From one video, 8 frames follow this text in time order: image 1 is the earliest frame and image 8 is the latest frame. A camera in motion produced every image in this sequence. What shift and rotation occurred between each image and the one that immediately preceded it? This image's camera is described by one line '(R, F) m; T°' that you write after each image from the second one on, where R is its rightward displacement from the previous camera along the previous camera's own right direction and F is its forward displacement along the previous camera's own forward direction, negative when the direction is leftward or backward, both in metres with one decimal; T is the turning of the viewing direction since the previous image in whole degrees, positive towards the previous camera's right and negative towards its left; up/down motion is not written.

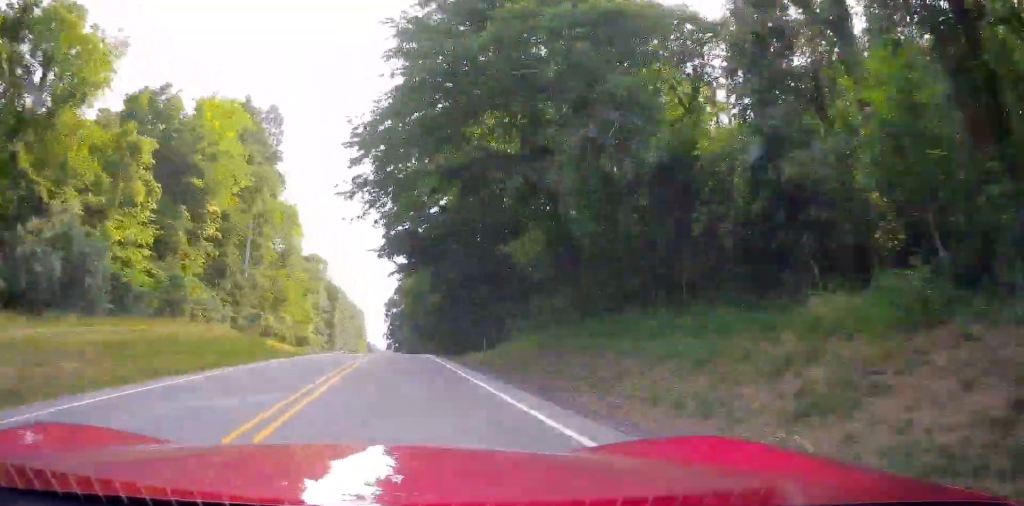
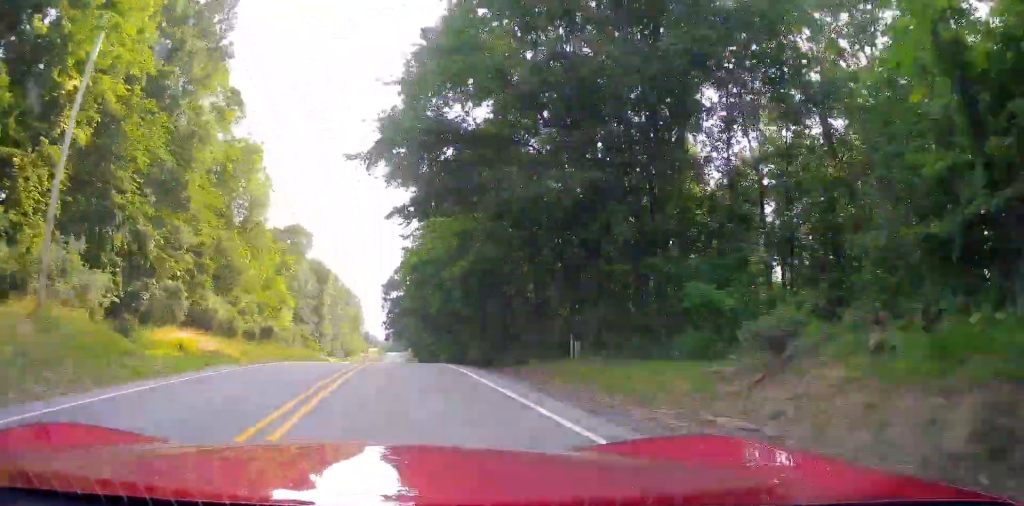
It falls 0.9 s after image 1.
(+0.3, +25.1) m; 0°
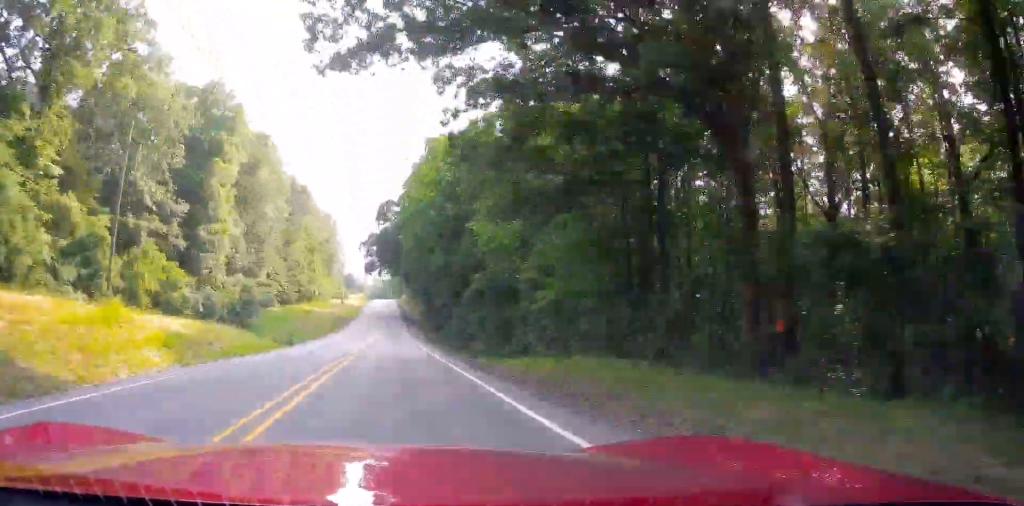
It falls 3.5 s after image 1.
(-1.2, +75.9) m; -1°
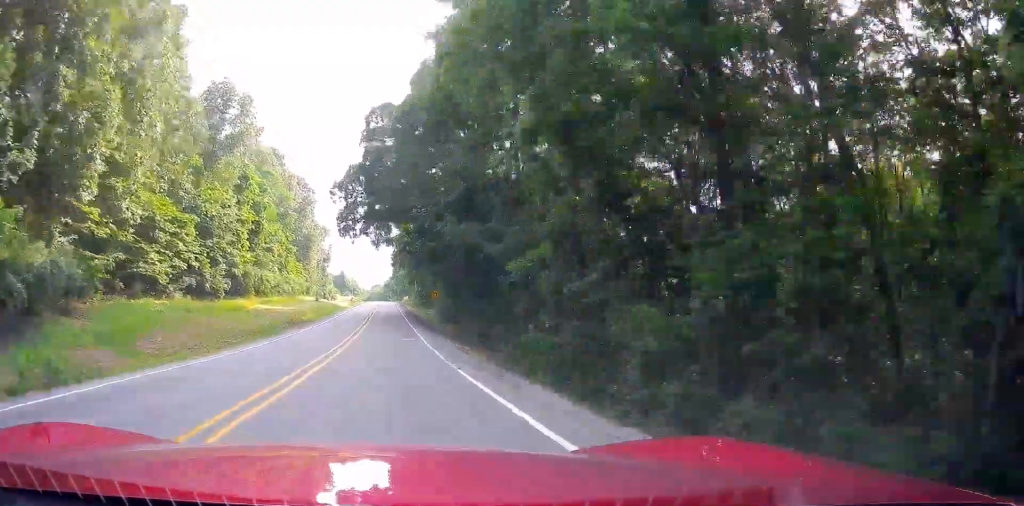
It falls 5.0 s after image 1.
(+0.3, +45.4) m; 0°
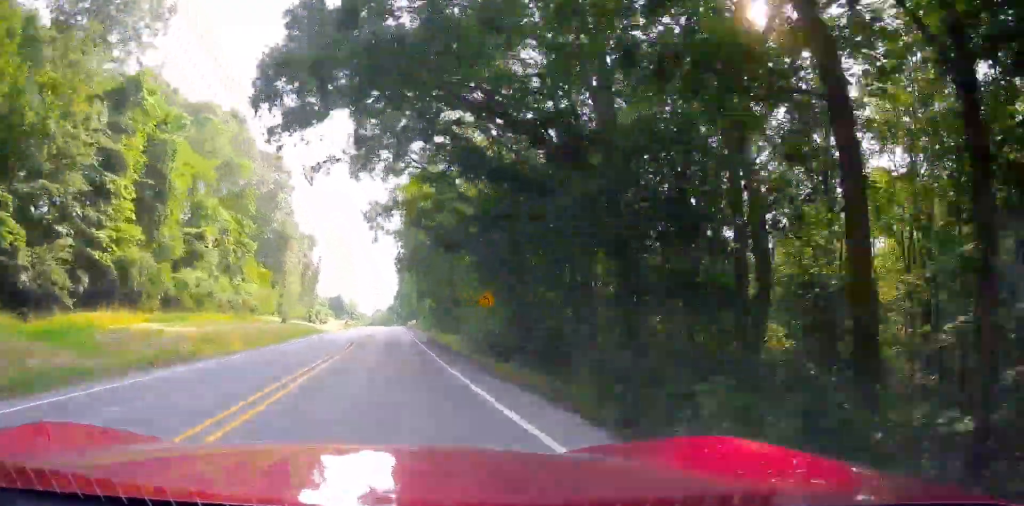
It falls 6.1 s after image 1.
(0.0, +32.0) m; 0°
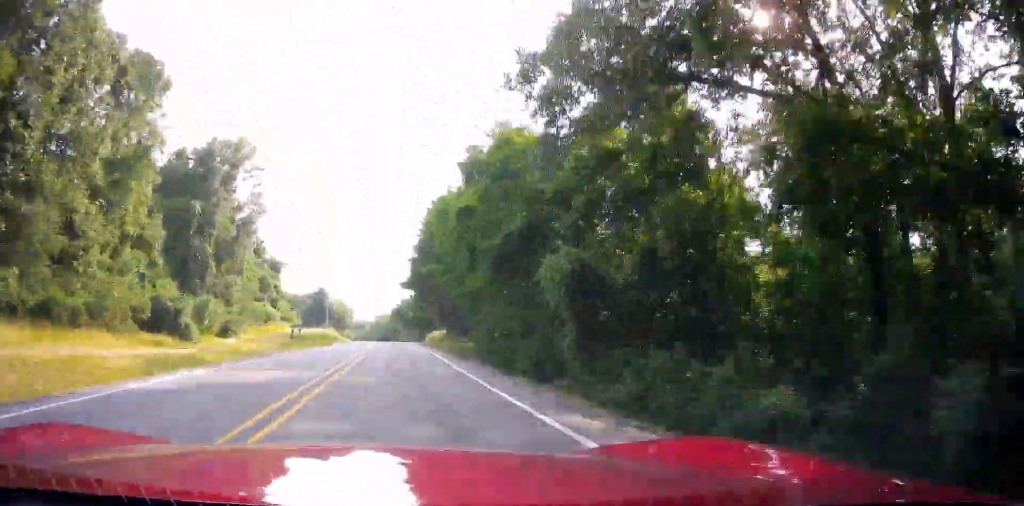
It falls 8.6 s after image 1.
(+0.7, +76.1) m; 0°
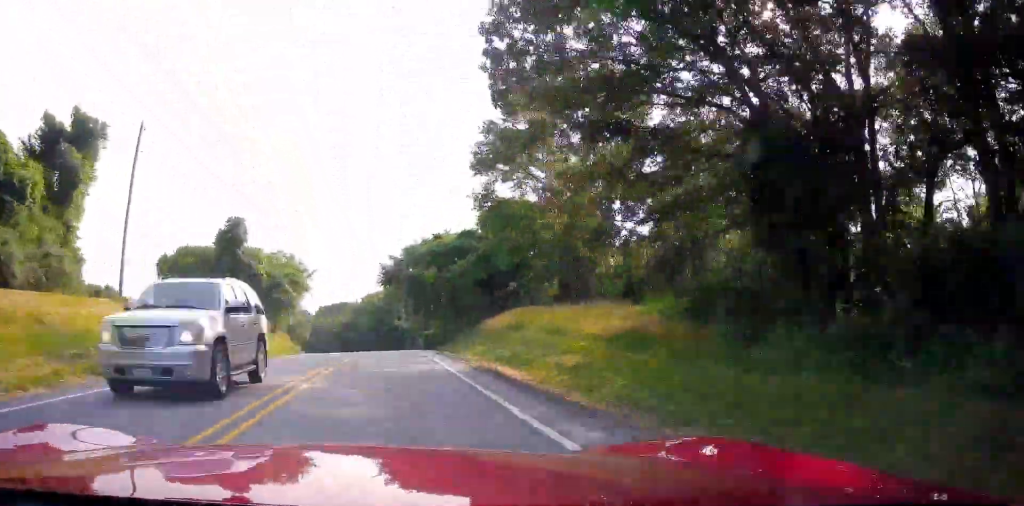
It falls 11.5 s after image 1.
(-0.6, +84.1) m; 0°
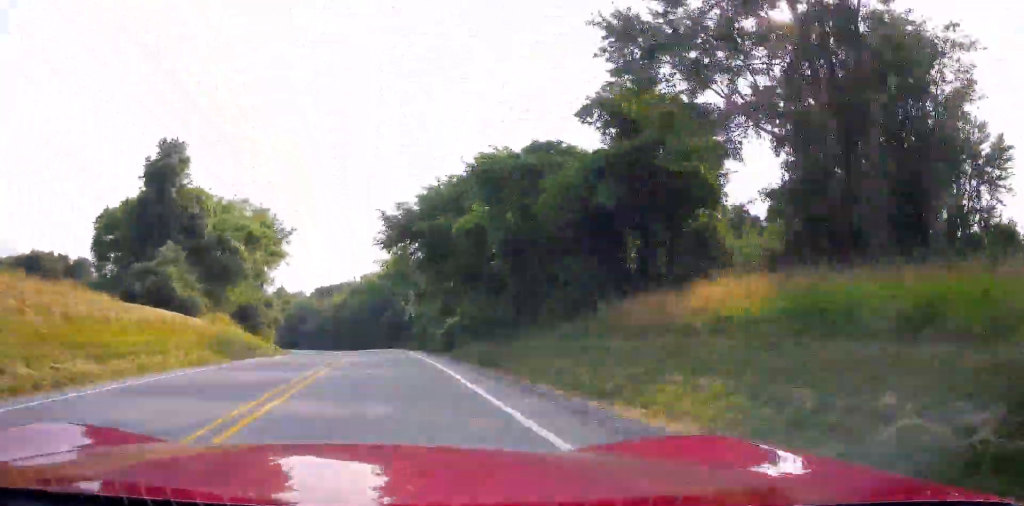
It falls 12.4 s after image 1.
(+0.4, +26.7) m; 0°
